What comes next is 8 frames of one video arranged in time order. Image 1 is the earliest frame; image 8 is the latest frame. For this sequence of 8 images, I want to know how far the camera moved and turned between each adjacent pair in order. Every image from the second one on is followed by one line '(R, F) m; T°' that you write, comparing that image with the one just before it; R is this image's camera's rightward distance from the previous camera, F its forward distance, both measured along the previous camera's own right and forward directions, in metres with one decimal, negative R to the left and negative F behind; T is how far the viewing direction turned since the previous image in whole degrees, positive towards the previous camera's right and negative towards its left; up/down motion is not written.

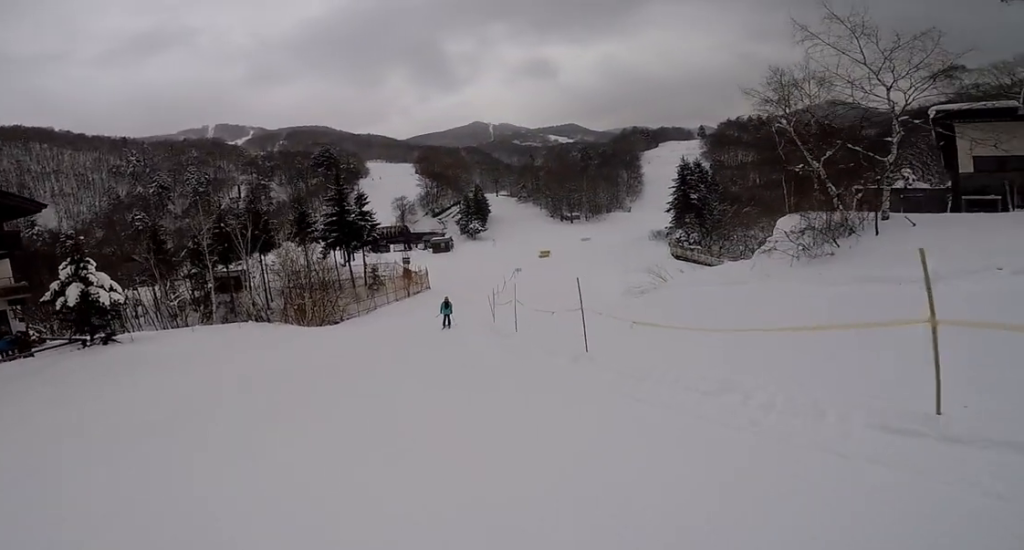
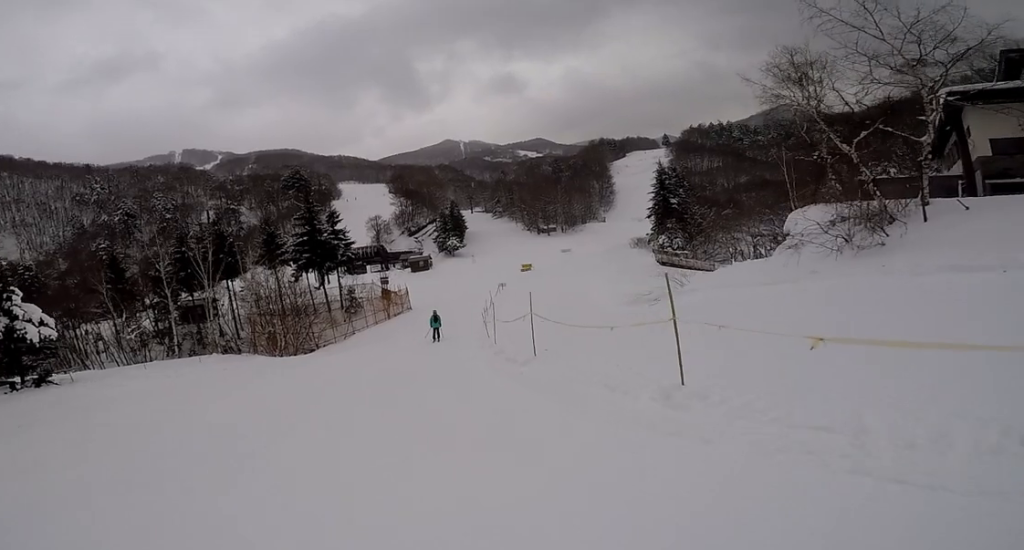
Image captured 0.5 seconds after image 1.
(+0.5, +3.3) m; +5°
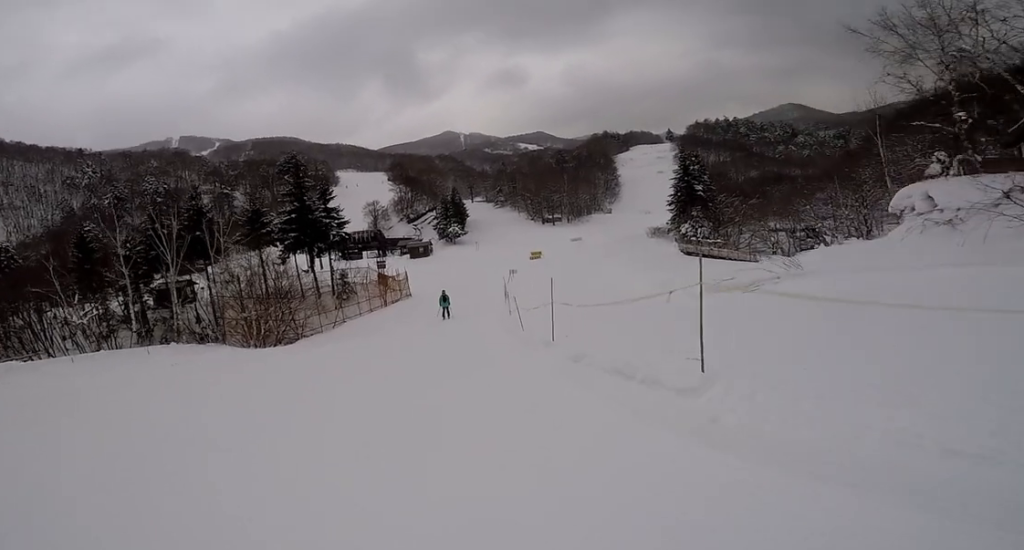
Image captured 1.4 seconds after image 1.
(+0.4, +5.7) m; +7°
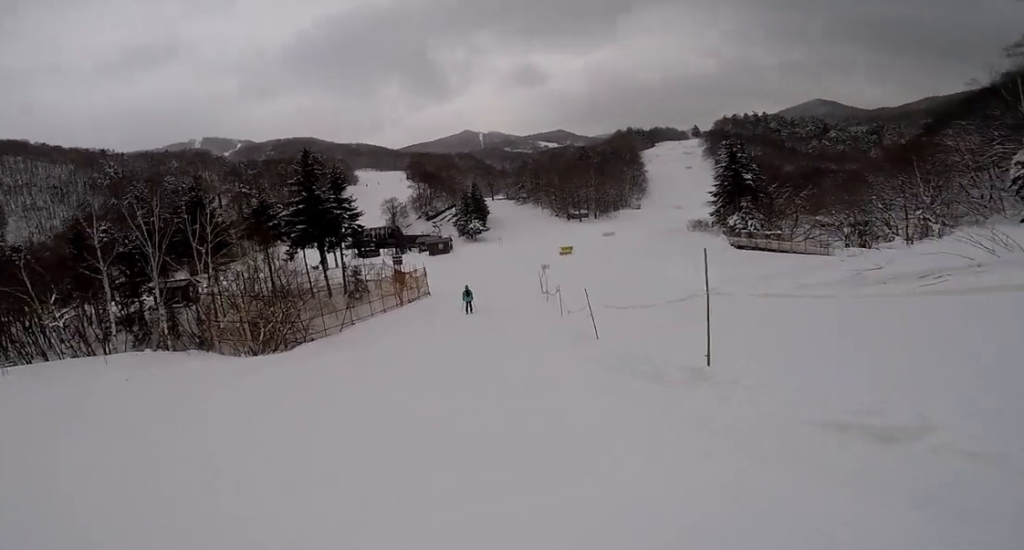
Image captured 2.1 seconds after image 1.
(+0.1, +4.7) m; +3°
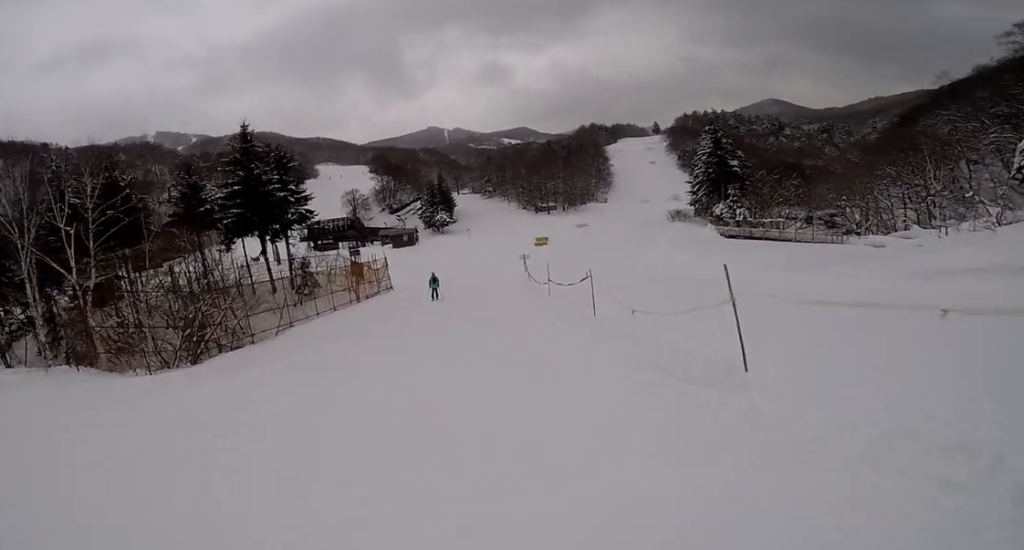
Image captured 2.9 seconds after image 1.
(+0.4, +5.6) m; 0°
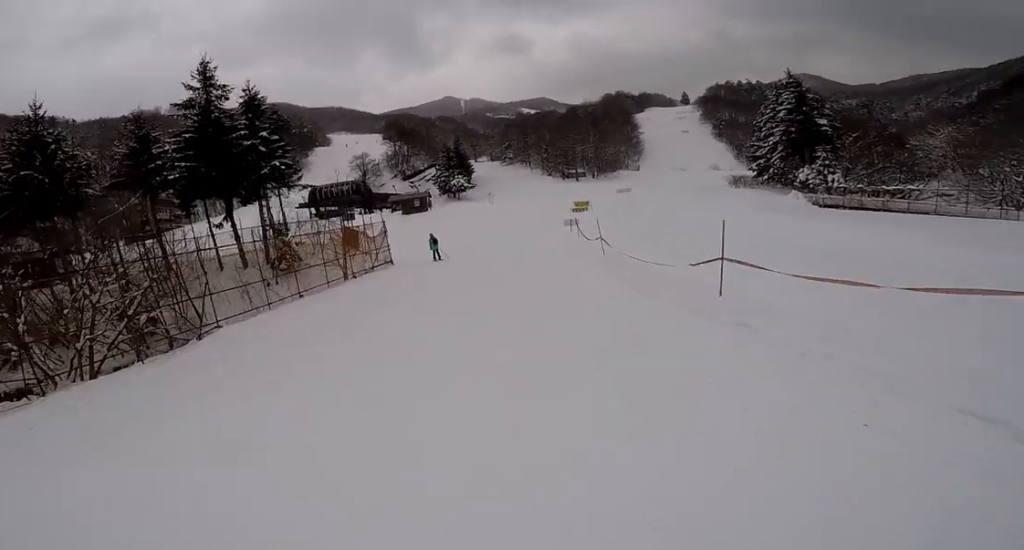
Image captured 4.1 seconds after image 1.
(-0.4, +8.5) m; 0°
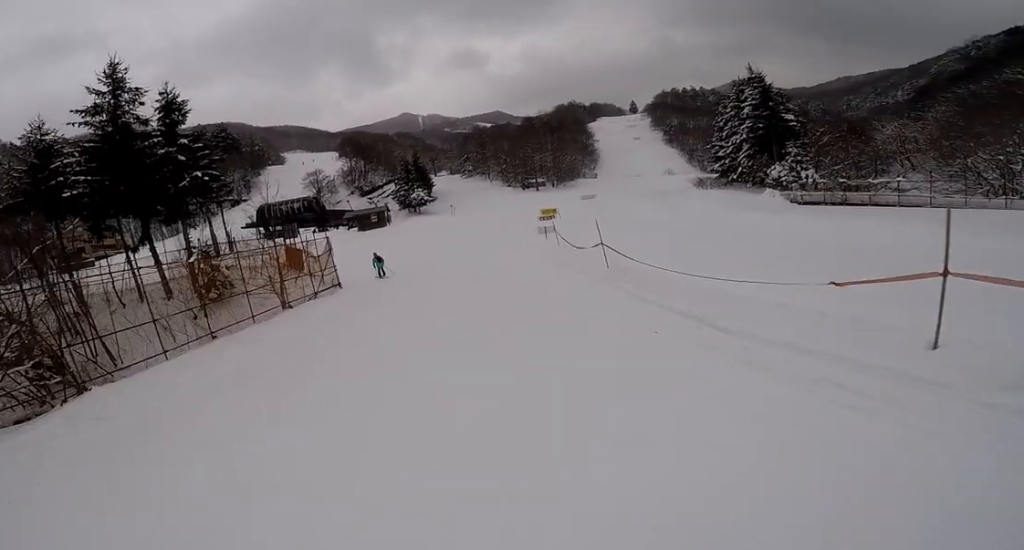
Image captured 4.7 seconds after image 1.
(+0.3, +3.8) m; 0°
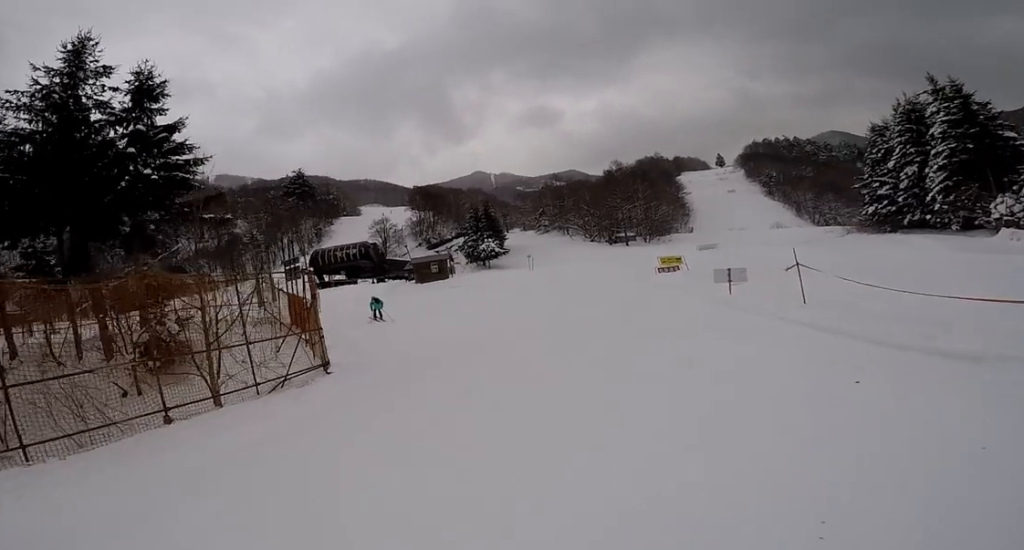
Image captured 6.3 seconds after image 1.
(-0.6, +10.0) m; -5°
